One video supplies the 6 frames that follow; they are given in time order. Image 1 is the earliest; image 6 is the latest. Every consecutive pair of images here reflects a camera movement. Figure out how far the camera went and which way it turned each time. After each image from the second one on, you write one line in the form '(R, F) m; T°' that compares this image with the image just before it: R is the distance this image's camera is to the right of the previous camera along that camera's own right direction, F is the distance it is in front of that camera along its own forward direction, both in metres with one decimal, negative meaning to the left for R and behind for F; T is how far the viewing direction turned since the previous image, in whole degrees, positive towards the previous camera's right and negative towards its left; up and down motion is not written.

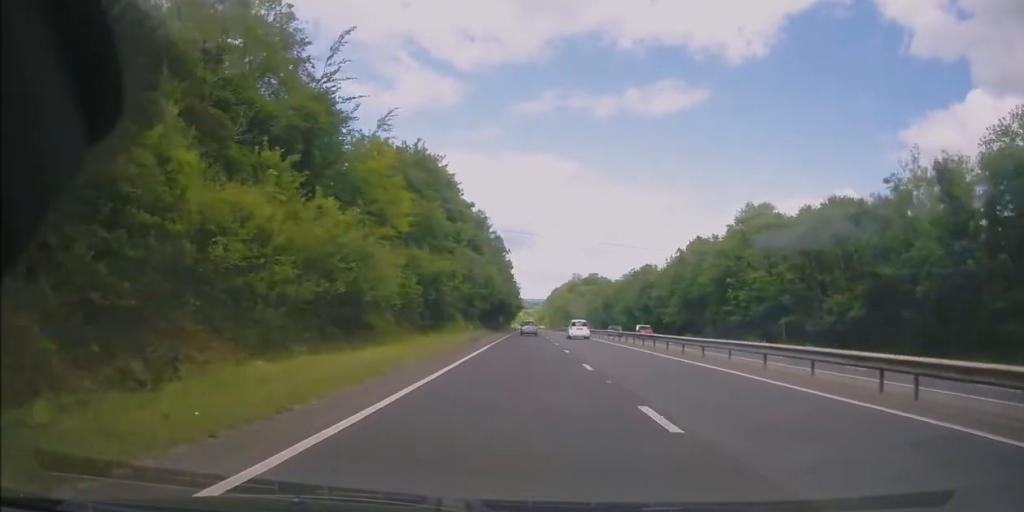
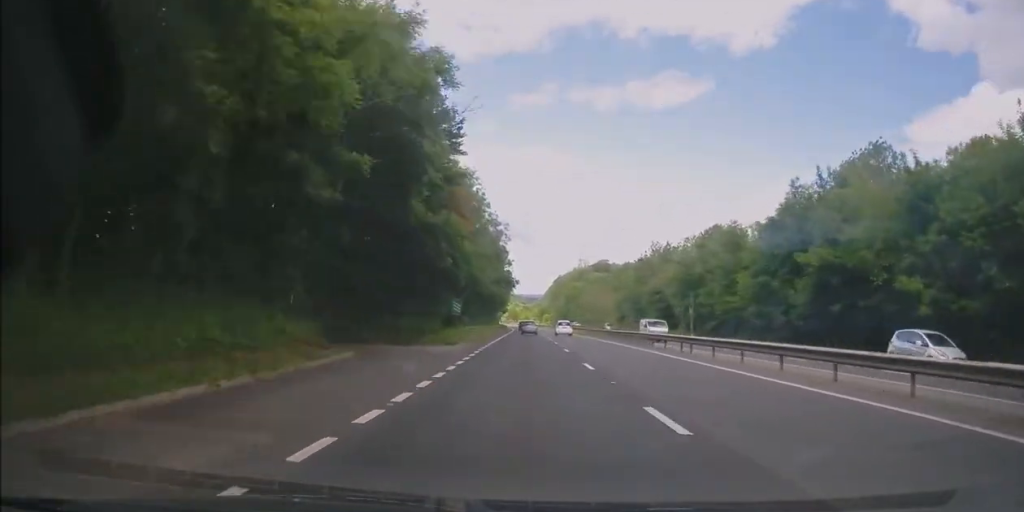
(+0.4, +74.9) m; +1°
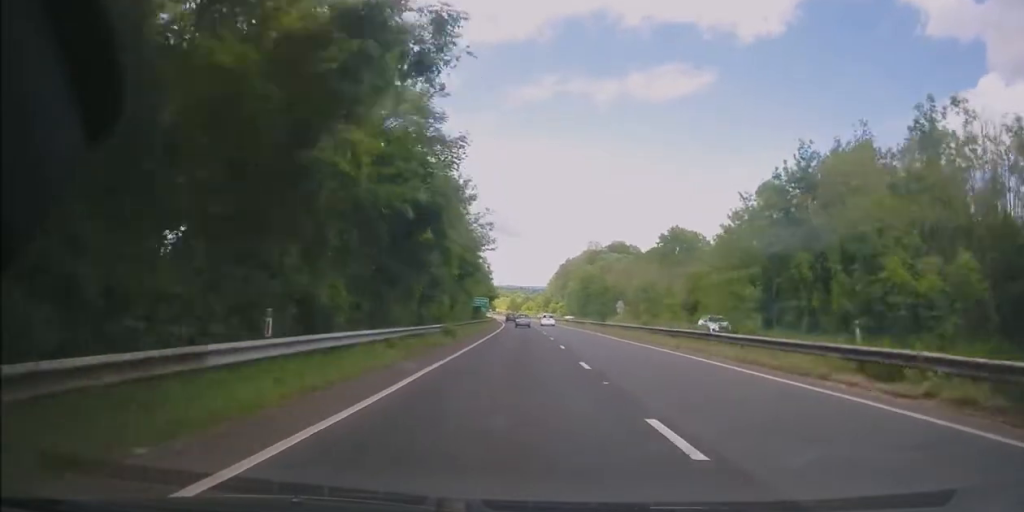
(+0.5, +57.2) m; 0°
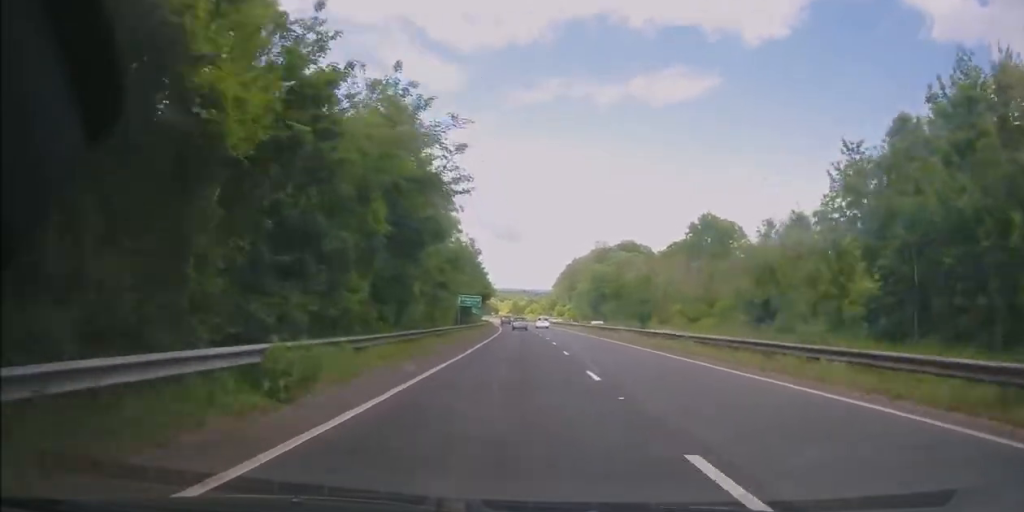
(-0.4, +20.4) m; -1°
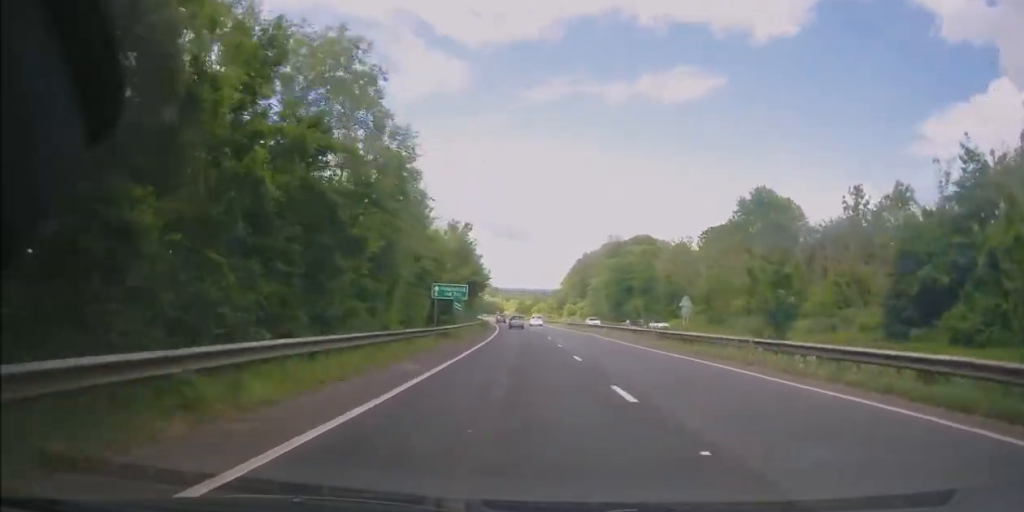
(-0.2, +22.1) m; -1°
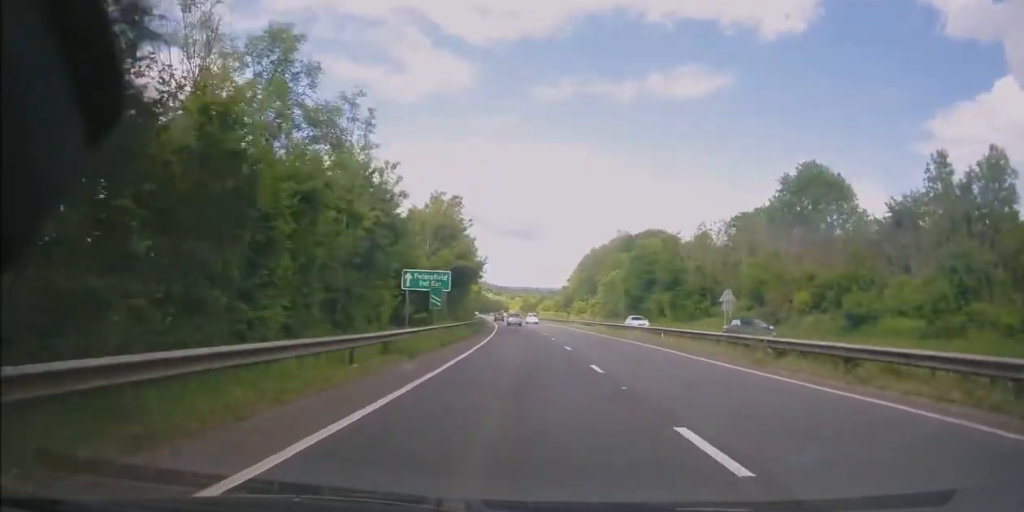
(+0.1, +13.7) m; 0°
